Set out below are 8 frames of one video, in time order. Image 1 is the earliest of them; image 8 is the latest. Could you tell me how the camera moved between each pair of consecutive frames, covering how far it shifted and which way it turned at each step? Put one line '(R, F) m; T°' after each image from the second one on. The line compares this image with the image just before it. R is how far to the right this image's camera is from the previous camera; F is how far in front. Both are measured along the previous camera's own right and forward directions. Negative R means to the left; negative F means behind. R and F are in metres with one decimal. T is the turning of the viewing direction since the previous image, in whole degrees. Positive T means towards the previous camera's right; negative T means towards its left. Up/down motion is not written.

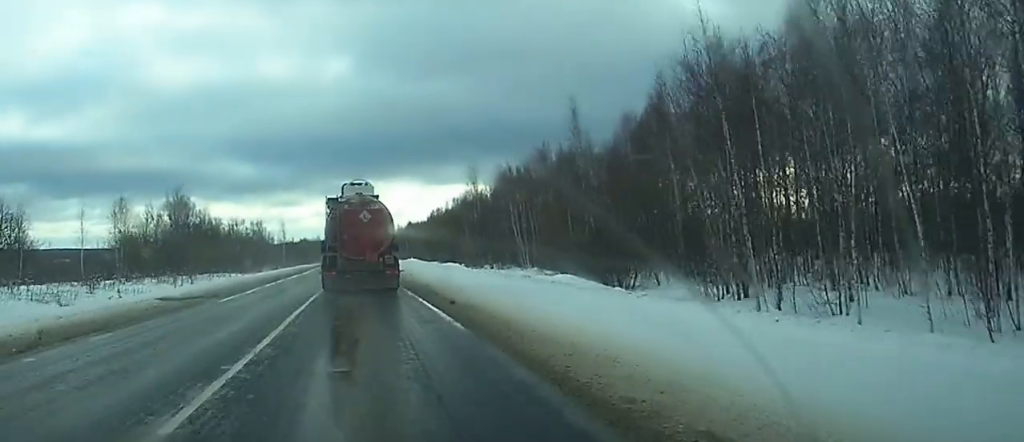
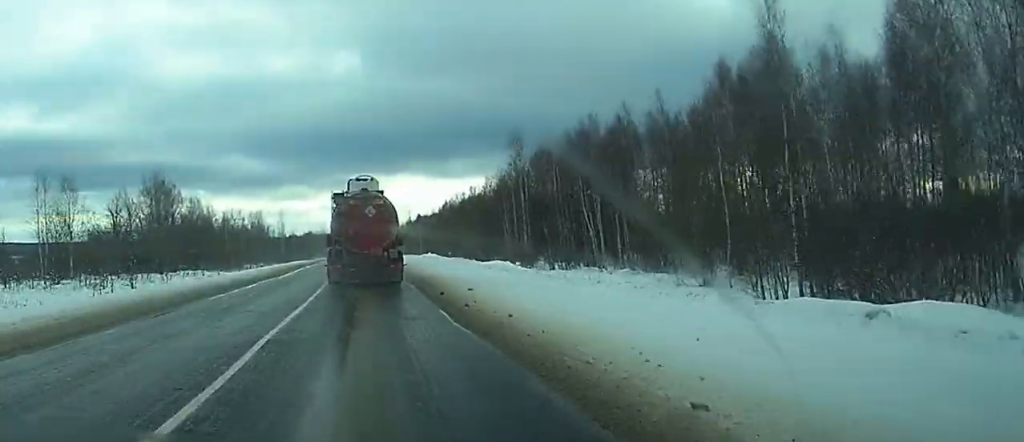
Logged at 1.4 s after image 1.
(0.0, +25.9) m; 0°
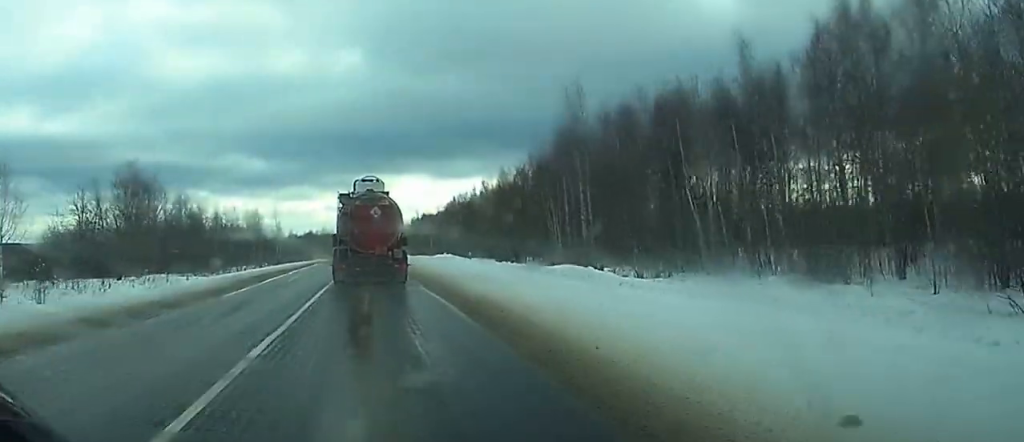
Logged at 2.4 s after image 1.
(-0.1, +19.9) m; 0°
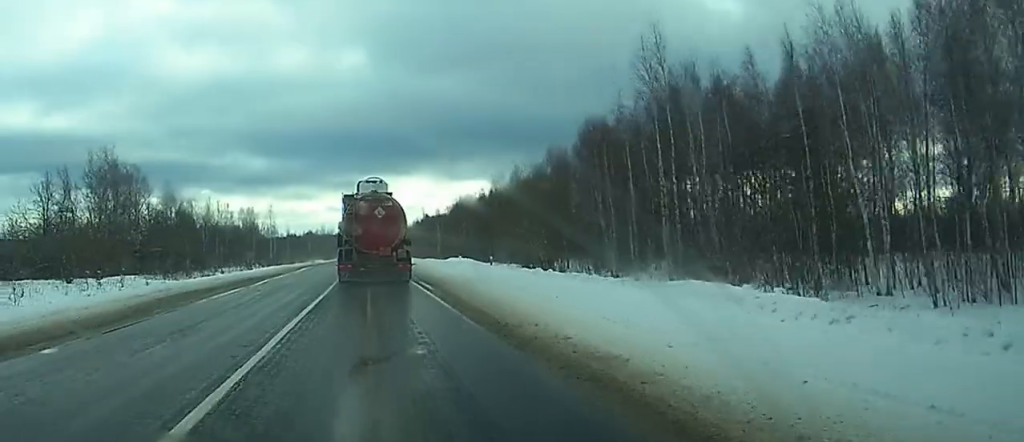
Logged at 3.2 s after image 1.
(0.0, +15.6) m; 0°
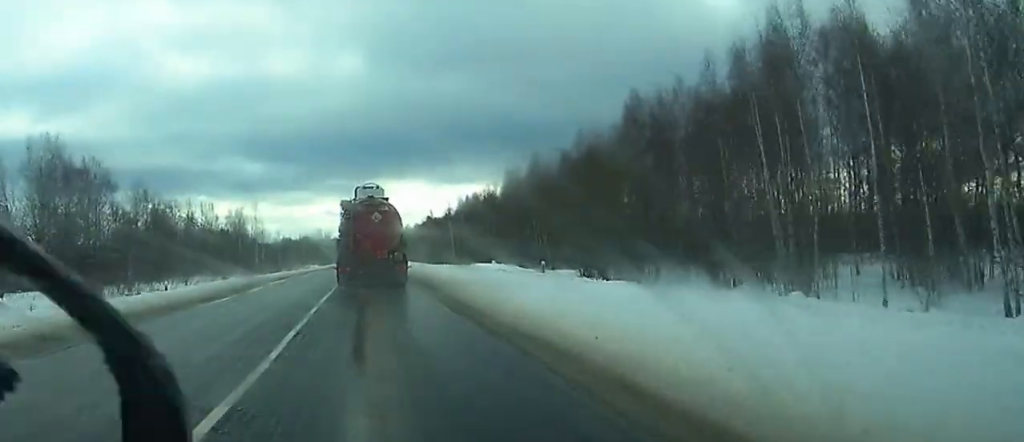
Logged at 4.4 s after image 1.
(0.0, +24.4) m; 0°
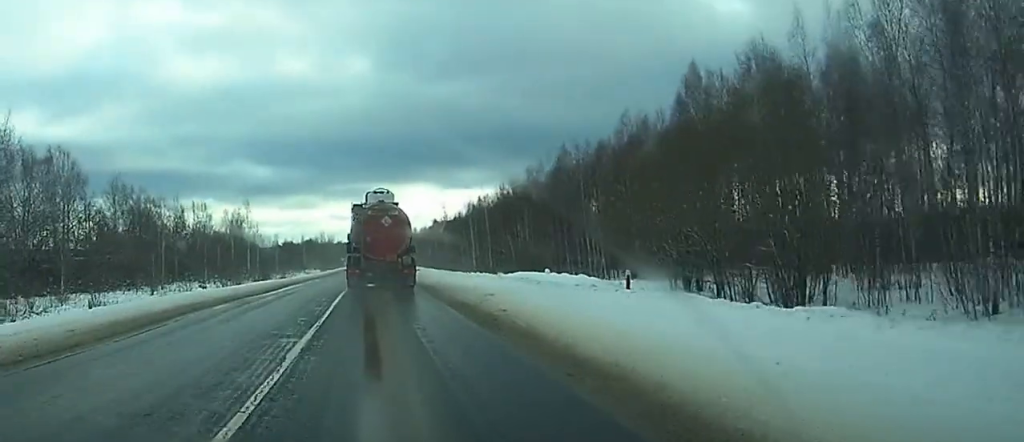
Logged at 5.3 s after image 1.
(0.0, +18.1) m; 0°
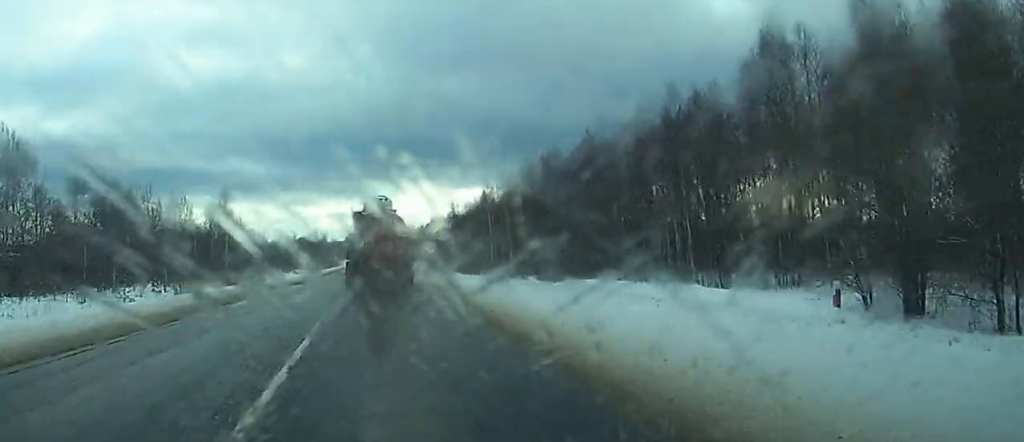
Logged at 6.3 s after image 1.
(0.0, +19.1) m; 0°
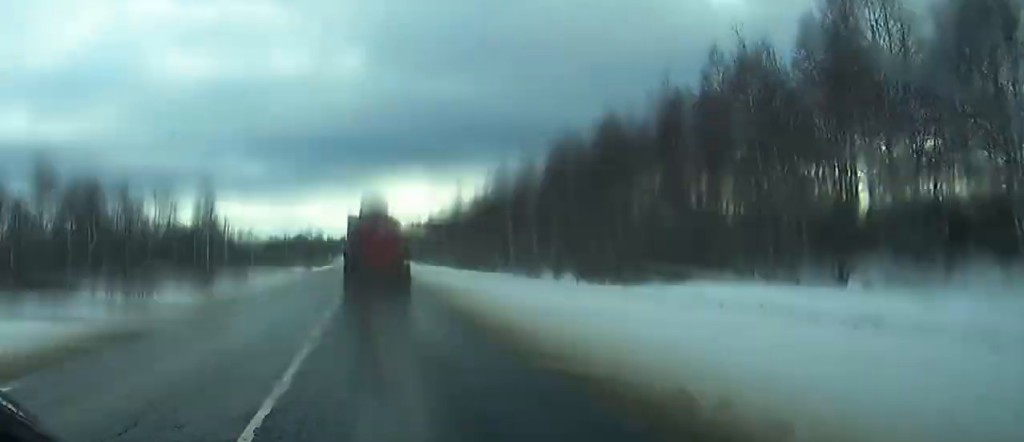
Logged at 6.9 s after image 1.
(+0.1, +13.2) m; 0°
